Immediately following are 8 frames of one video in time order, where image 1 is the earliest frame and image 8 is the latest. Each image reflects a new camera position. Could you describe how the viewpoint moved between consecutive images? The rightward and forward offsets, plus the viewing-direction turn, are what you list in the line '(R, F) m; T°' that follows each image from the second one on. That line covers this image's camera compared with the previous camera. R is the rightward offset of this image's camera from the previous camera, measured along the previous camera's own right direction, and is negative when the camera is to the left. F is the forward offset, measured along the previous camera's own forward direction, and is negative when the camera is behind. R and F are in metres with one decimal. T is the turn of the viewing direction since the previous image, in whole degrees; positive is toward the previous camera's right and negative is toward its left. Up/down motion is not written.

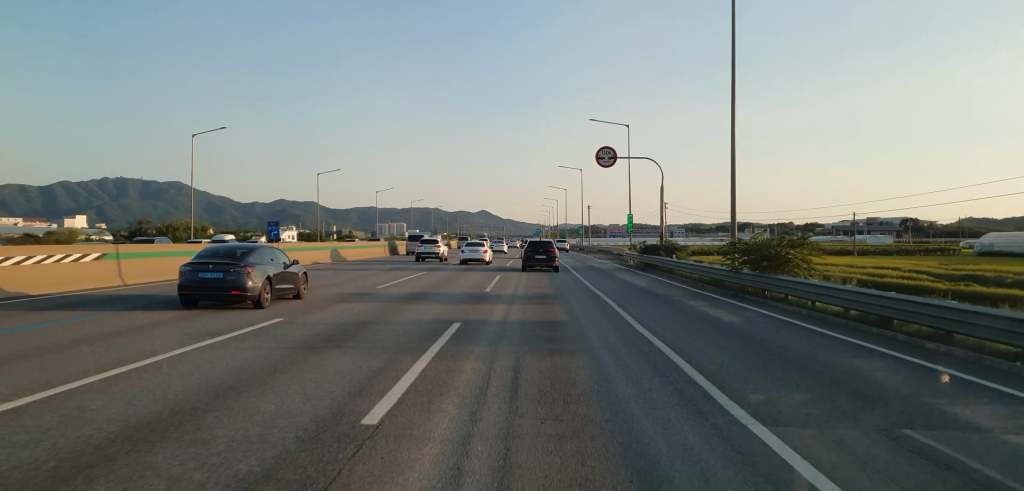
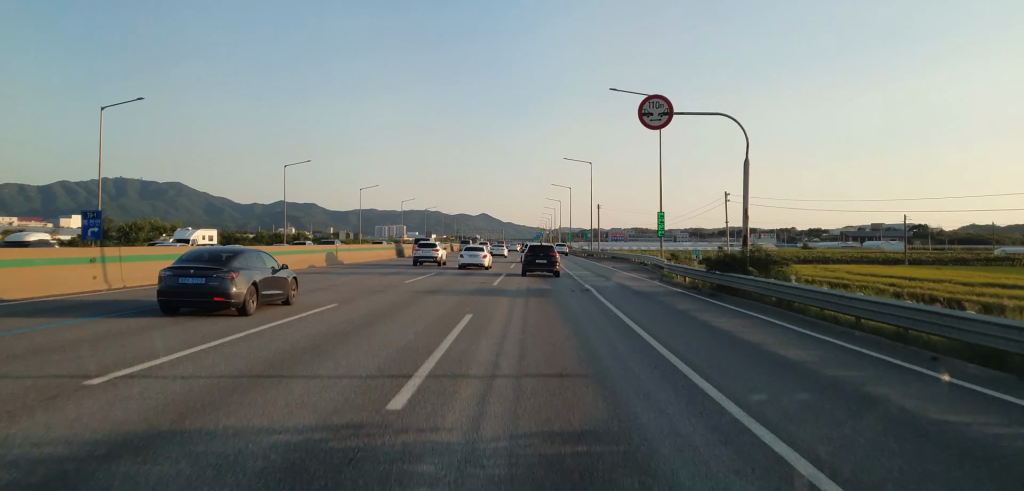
(+0.3, +16.5) m; +1°
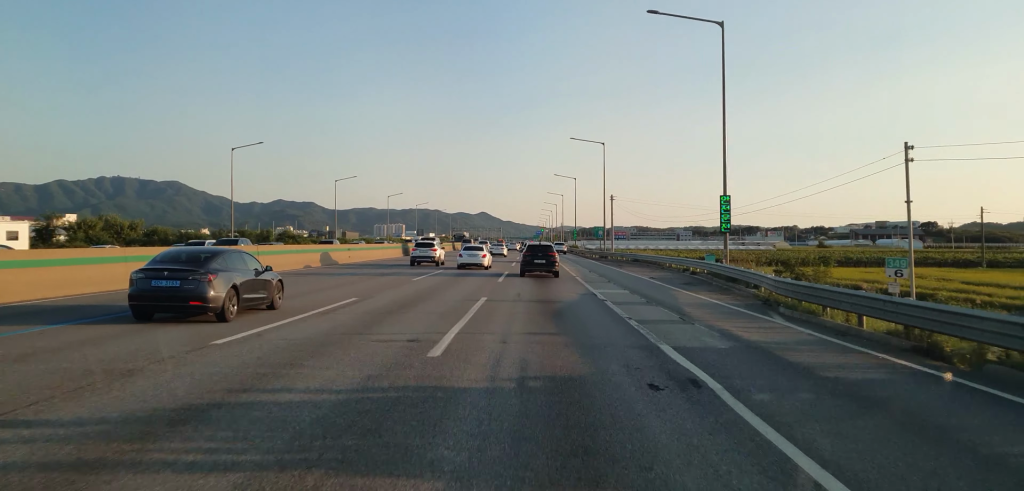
(+0.1, +18.0) m; 0°
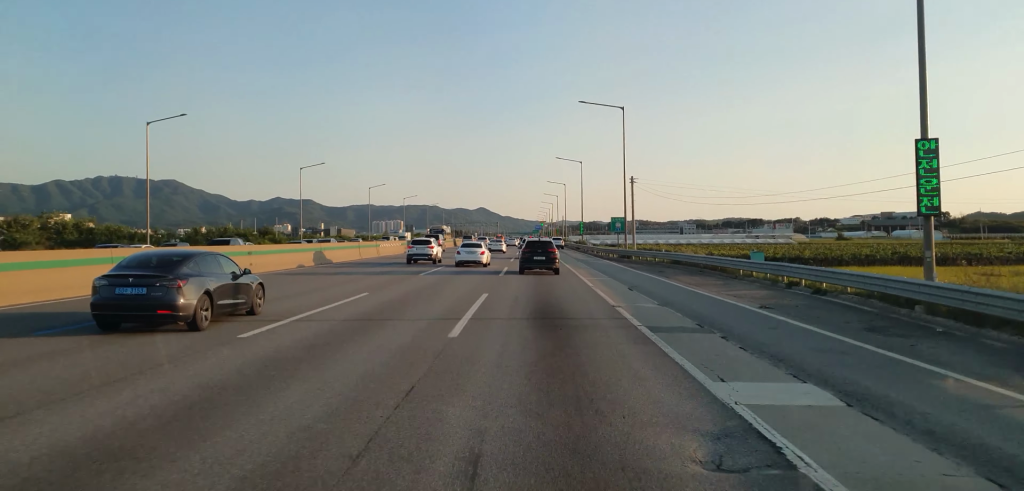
(0.0, +18.8) m; 0°
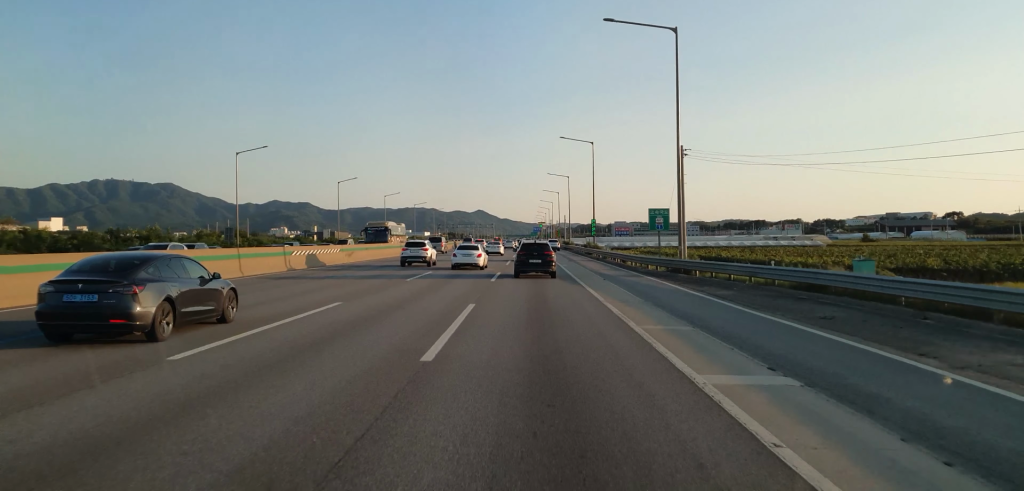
(0.0, +23.5) m; 0°
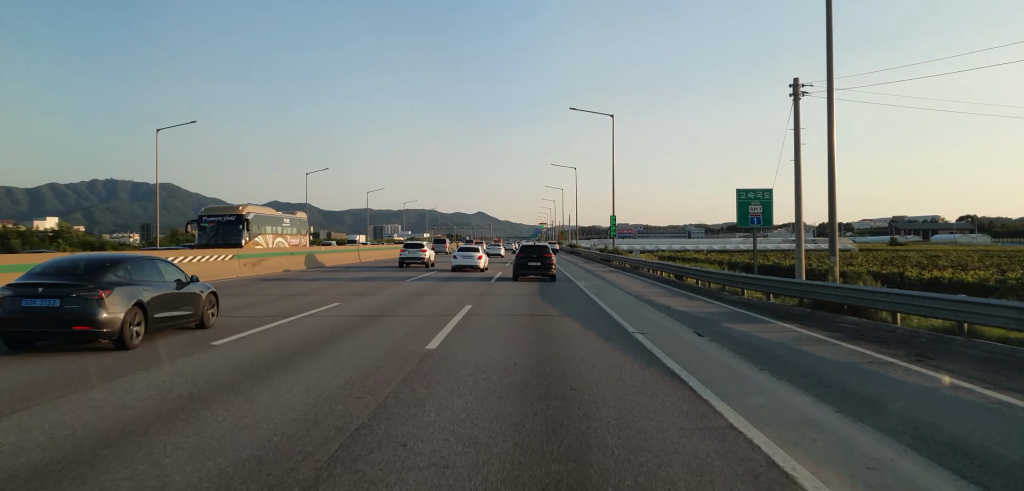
(0.0, +19.3) m; -1°
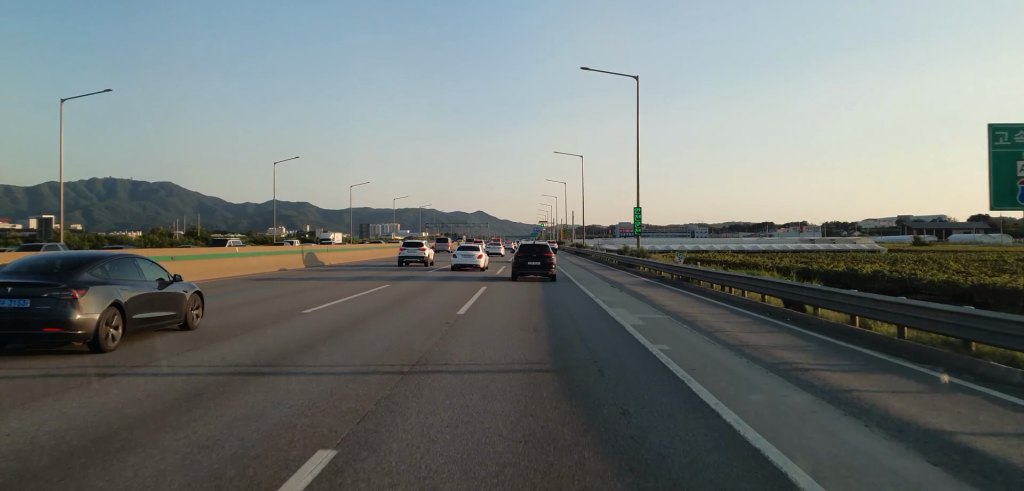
(-0.2, +14.4) m; 0°
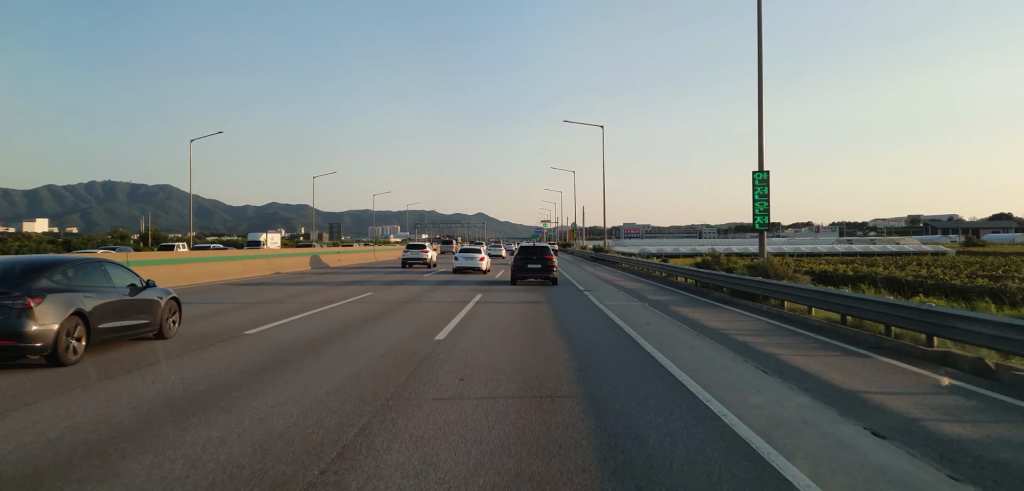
(+0.1, +25.5) m; +1°
